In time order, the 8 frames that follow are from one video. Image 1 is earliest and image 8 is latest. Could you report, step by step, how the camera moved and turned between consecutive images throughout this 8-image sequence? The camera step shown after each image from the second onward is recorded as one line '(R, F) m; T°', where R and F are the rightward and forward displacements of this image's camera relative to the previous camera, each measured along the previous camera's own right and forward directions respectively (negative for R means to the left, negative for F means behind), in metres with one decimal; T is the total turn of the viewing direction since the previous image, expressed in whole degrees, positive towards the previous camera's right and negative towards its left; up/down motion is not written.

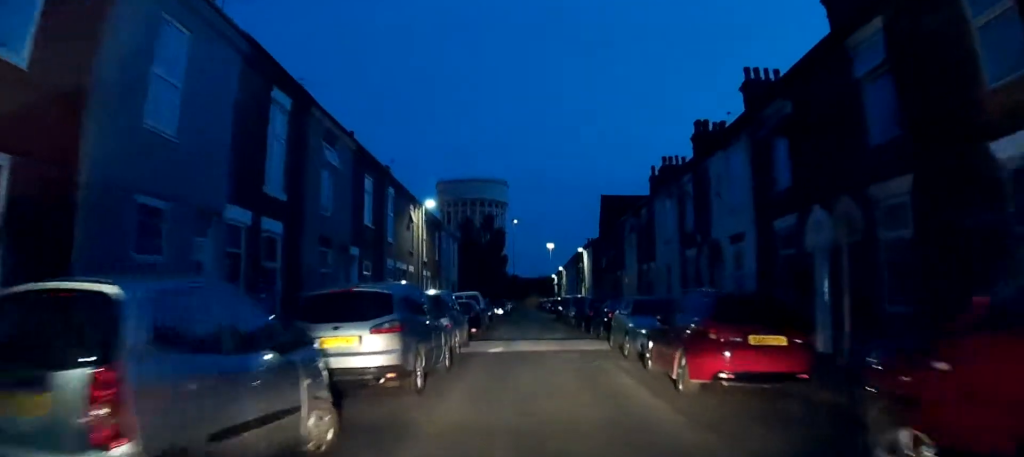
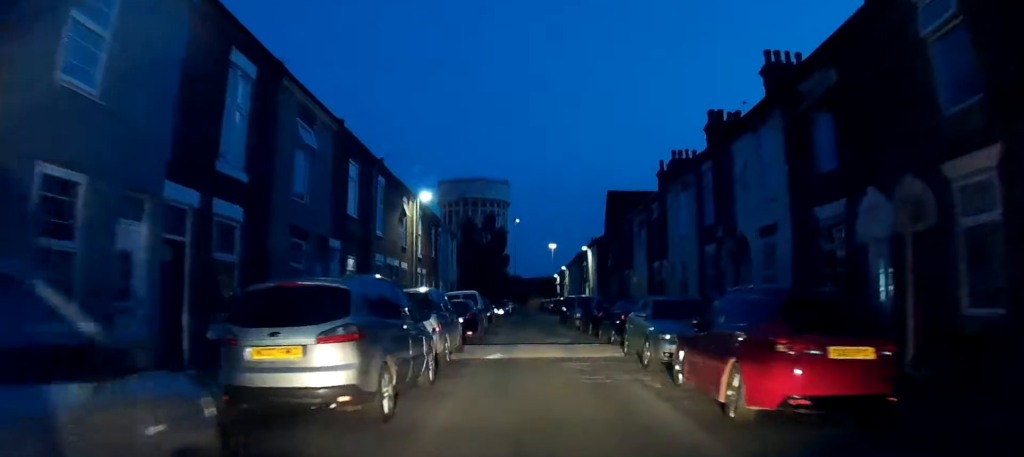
(+0.1, +2.2) m; +2°
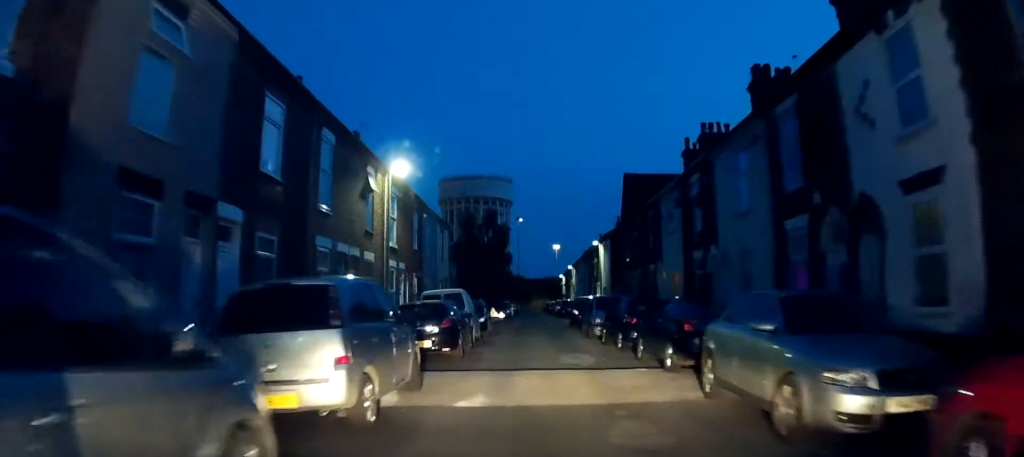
(+0.1, +6.5) m; 0°
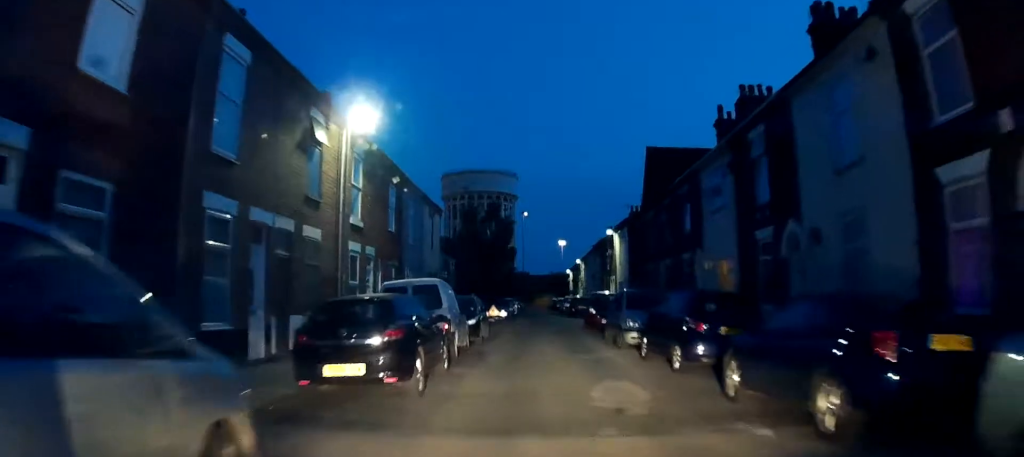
(-0.1, +5.6) m; -1°
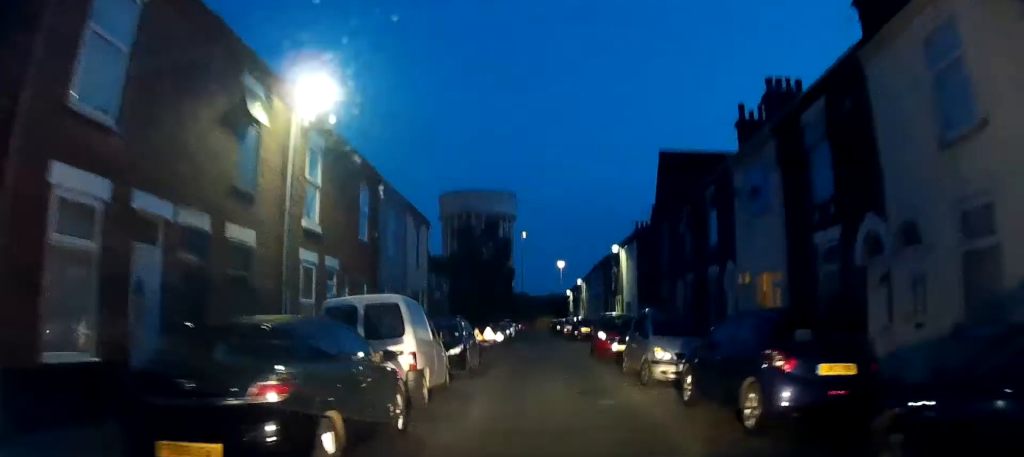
(0.0, +3.6) m; -2°
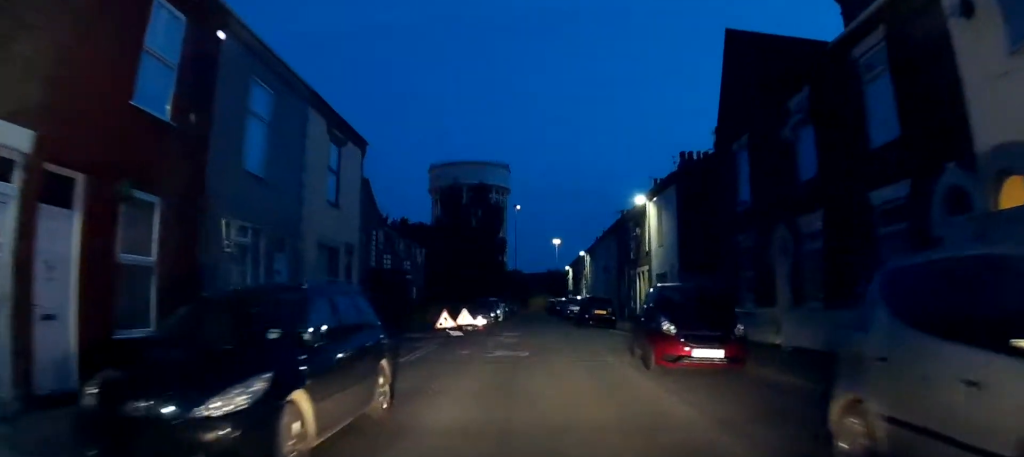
(-0.1, +11.1) m; +1°
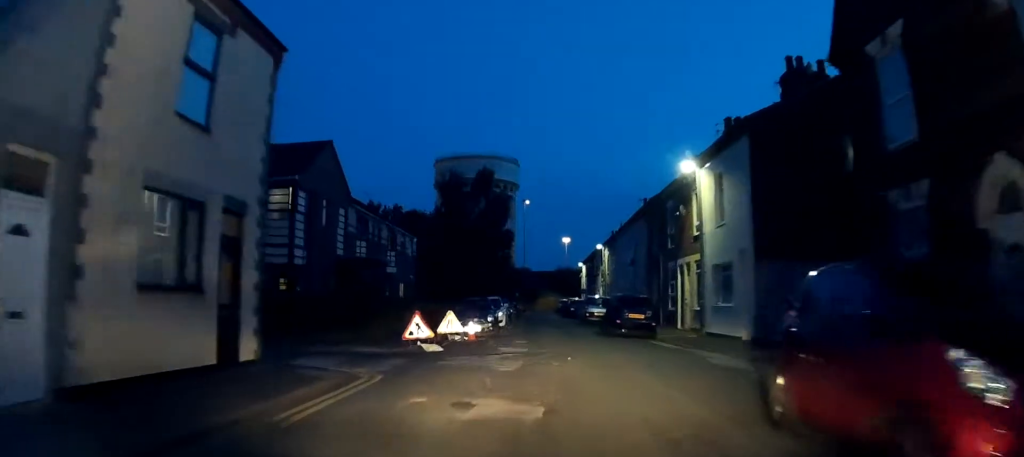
(0.0, +7.8) m; -1°
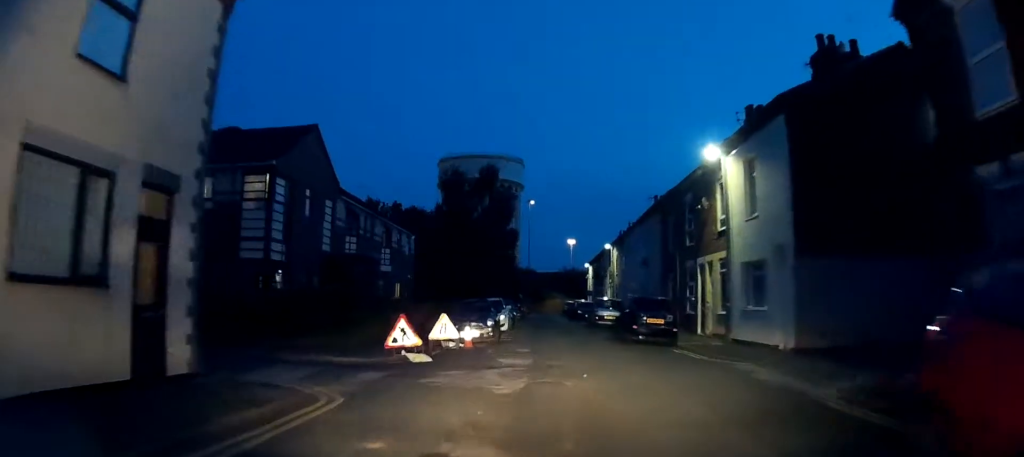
(0.0, +2.8) m; -1°
